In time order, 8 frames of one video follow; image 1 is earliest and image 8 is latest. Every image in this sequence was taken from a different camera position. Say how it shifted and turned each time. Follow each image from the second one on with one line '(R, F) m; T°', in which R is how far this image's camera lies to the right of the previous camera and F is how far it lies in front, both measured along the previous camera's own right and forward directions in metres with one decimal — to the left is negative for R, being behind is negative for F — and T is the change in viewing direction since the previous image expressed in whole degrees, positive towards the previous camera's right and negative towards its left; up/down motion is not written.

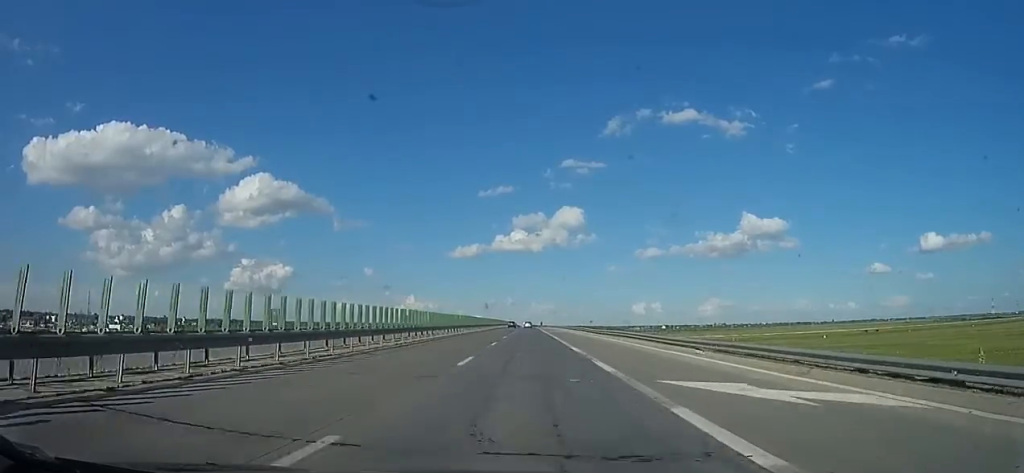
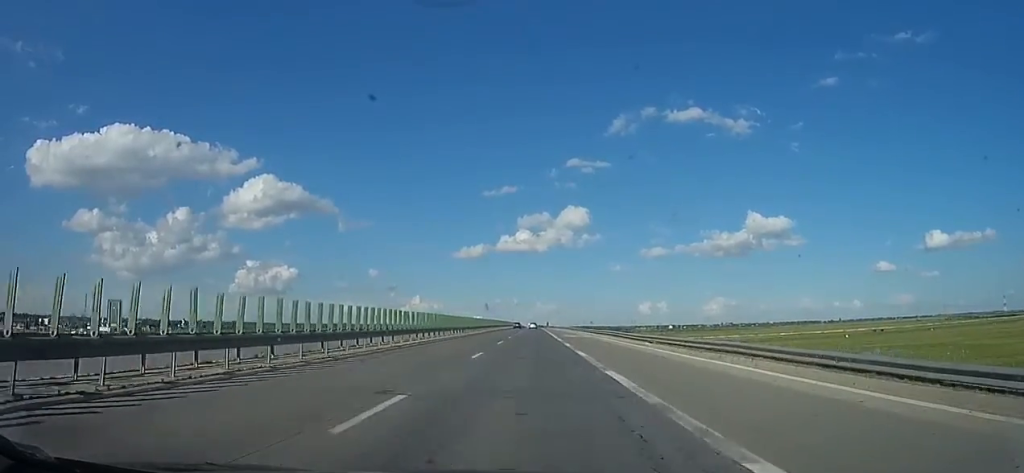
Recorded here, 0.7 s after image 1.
(0.0, +20.4) m; +1°
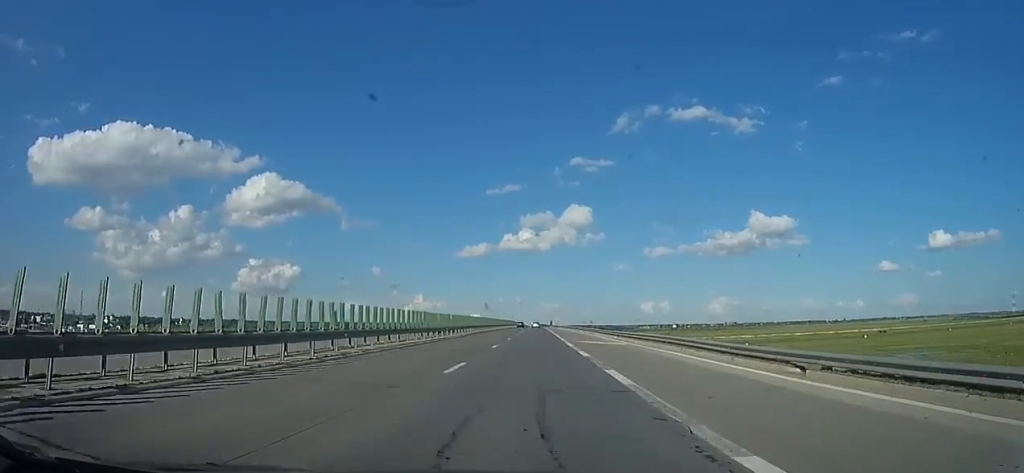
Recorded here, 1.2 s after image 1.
(-0.3, +17.2) m; +1°
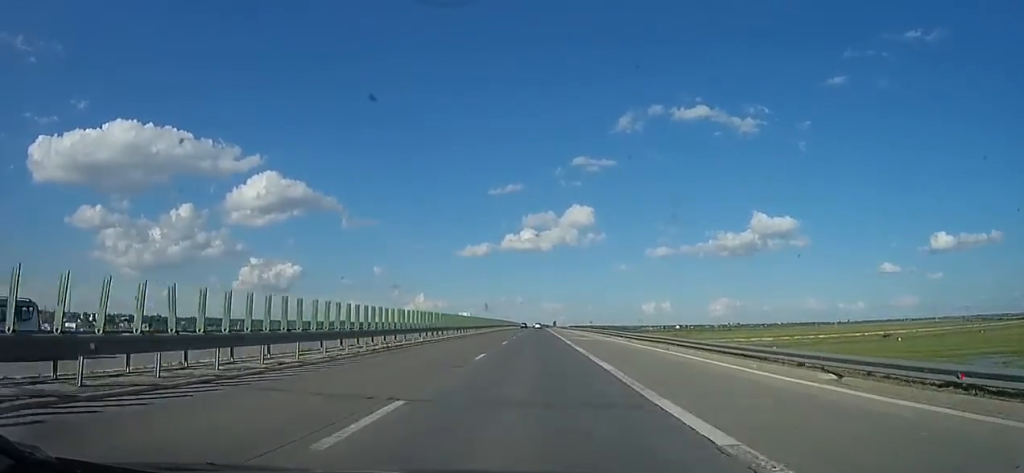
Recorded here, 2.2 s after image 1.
(+1.2, +31.1) m; 0°
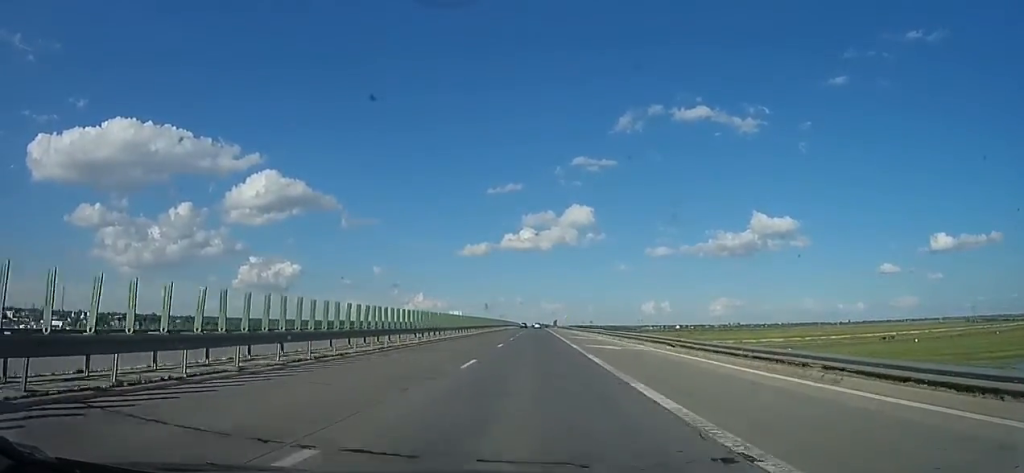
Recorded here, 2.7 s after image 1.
(-0.5, +15.1) m; -1°
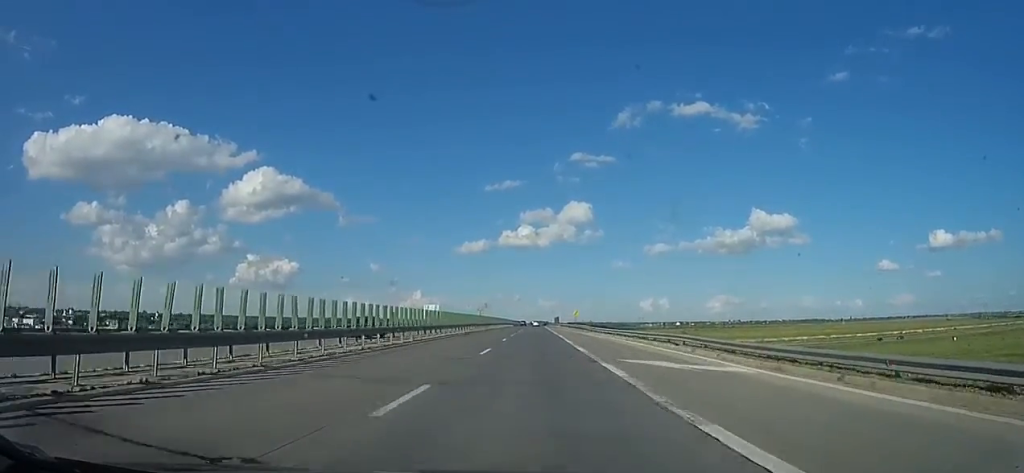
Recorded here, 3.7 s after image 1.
(-0.7, +30.7) m; -1°
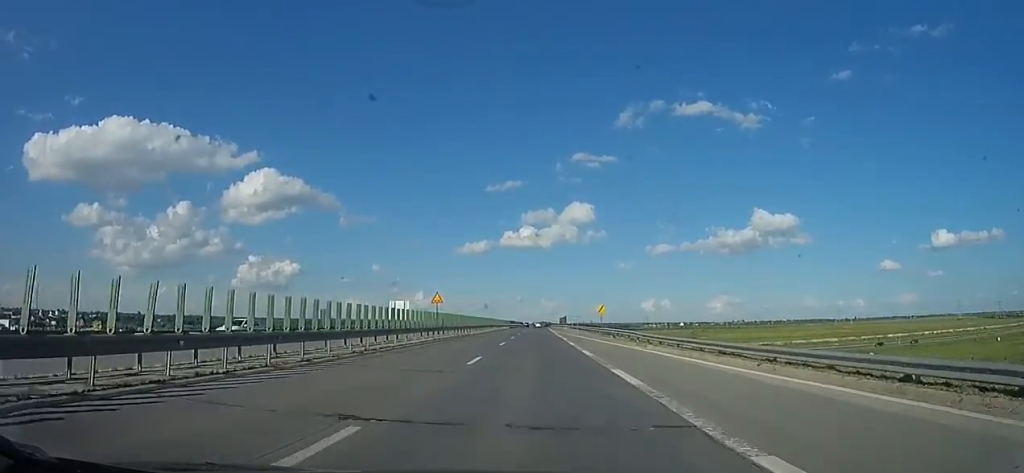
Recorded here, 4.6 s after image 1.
(0.0, +28.2) m; 0°
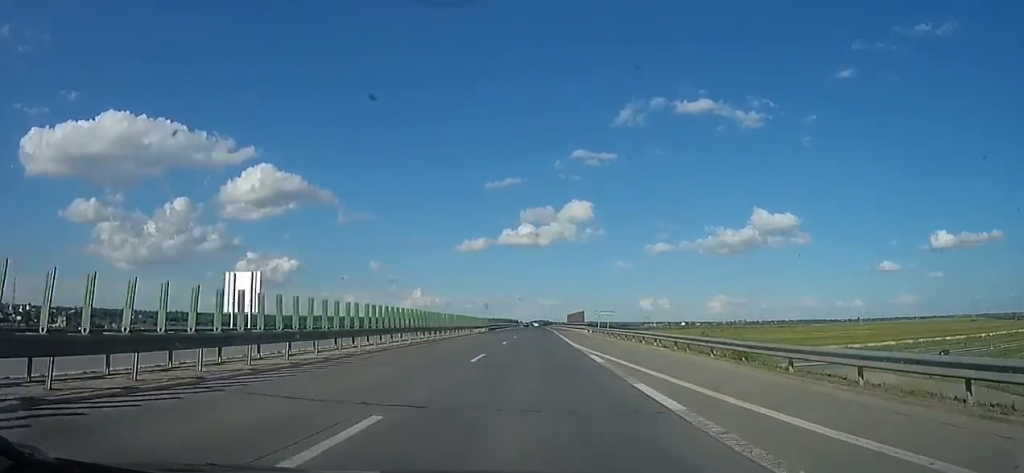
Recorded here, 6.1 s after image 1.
(+0.3, +47.1) m; 0°
